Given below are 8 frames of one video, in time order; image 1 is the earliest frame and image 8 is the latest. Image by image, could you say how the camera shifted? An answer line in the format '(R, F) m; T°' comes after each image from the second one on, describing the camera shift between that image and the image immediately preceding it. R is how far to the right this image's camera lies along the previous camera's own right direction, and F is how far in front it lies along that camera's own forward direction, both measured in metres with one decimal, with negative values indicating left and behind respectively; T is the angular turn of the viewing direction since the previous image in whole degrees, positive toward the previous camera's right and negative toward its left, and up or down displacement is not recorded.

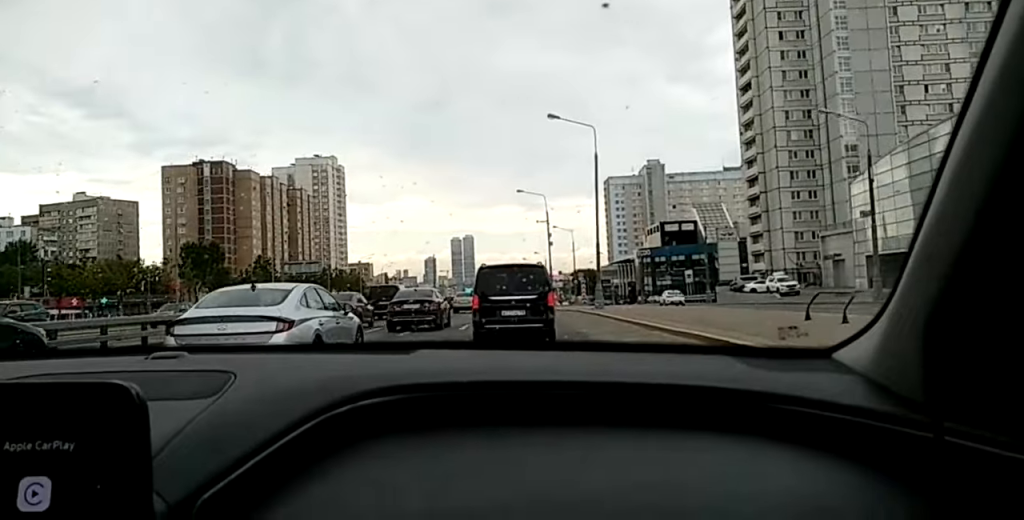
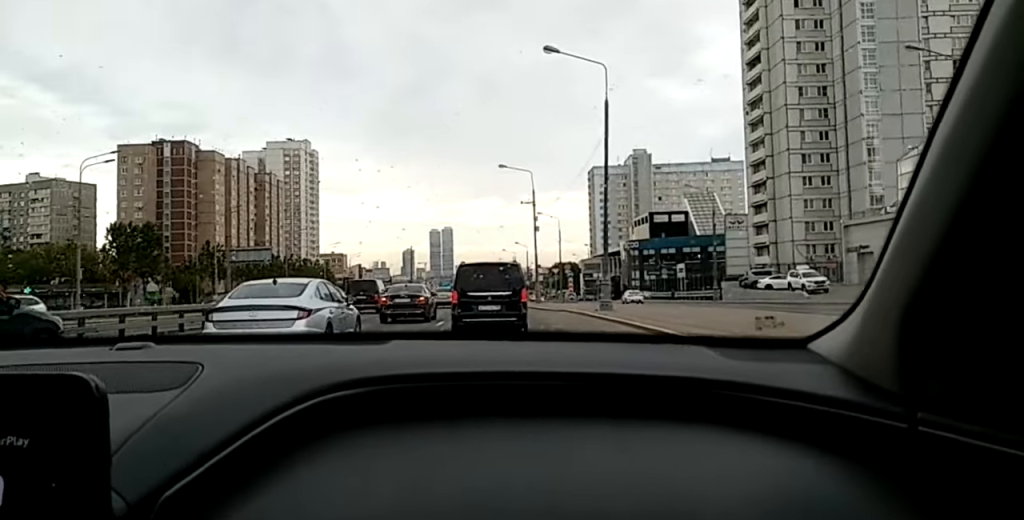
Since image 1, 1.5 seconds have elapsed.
(0.0, +11.4) m; 0°
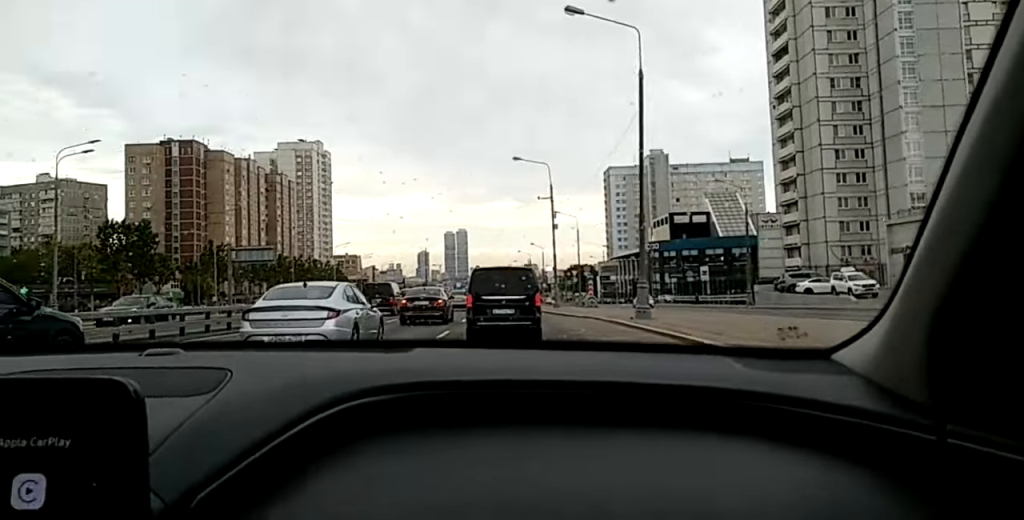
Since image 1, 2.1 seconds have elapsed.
(0.0, +5.3) m; 0°
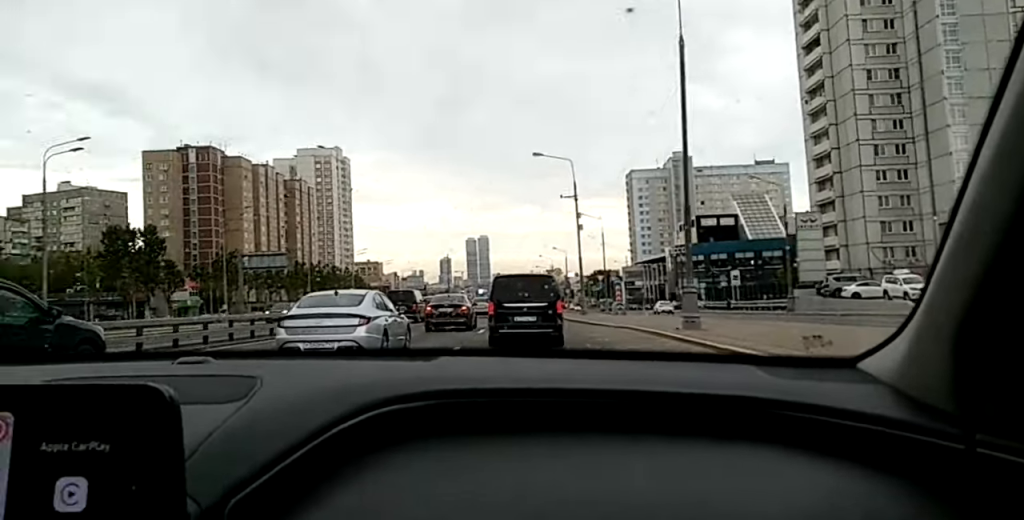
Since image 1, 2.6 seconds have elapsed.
(0.0, +4.5) m; 0°
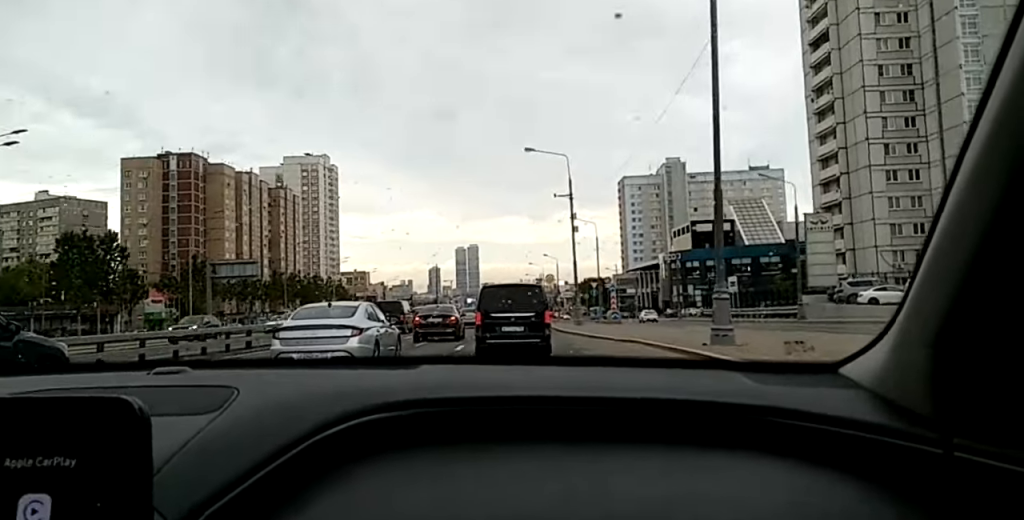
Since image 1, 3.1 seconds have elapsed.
(0.0, +5.7) m; -1°
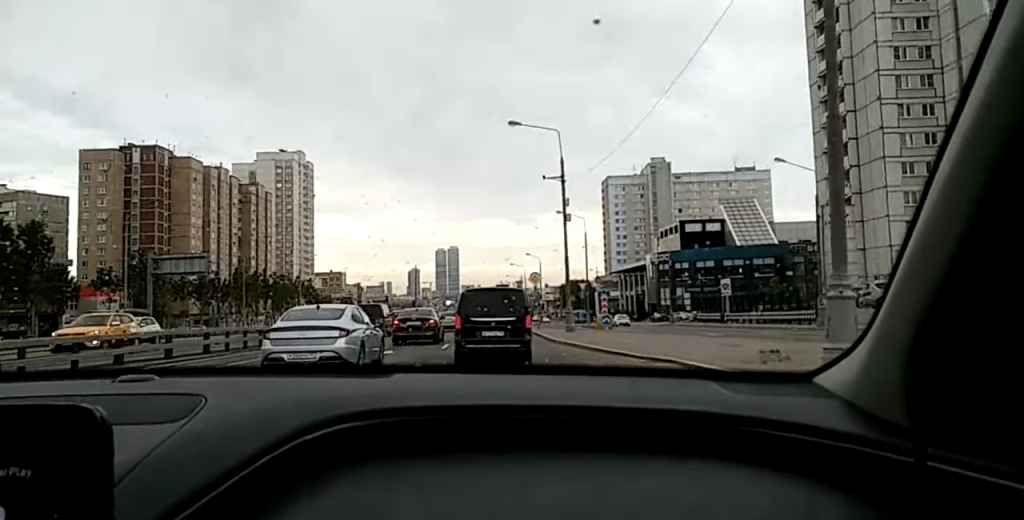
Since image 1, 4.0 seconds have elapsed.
(-0.2, +8.3) m; 0°
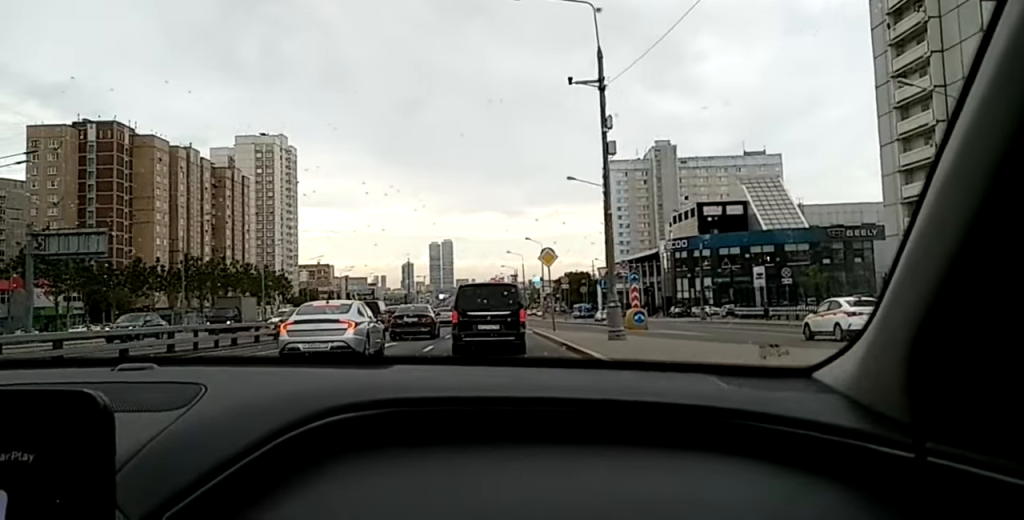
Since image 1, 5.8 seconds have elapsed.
(+0.9, +16.9) m; +6°
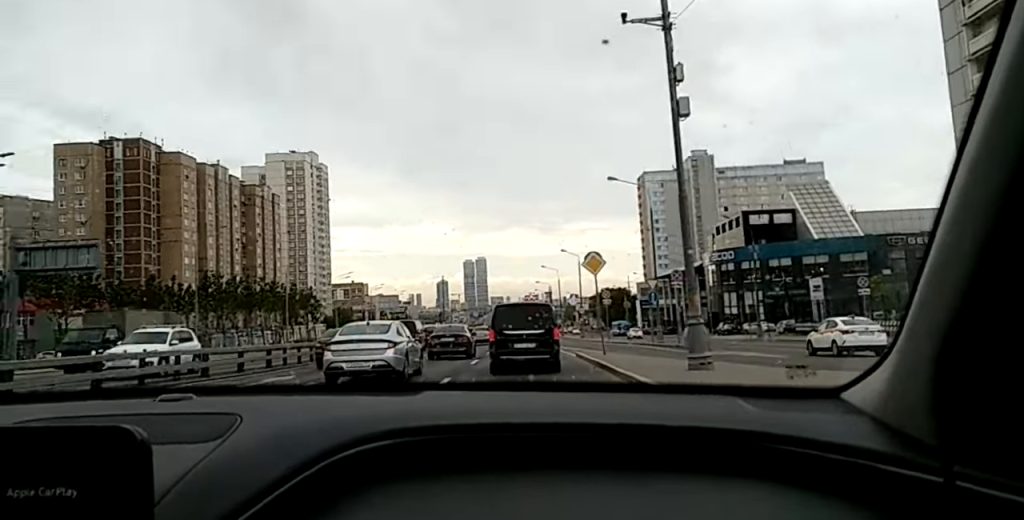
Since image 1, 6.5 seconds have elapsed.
(0.0, +6.5) m; +1°
